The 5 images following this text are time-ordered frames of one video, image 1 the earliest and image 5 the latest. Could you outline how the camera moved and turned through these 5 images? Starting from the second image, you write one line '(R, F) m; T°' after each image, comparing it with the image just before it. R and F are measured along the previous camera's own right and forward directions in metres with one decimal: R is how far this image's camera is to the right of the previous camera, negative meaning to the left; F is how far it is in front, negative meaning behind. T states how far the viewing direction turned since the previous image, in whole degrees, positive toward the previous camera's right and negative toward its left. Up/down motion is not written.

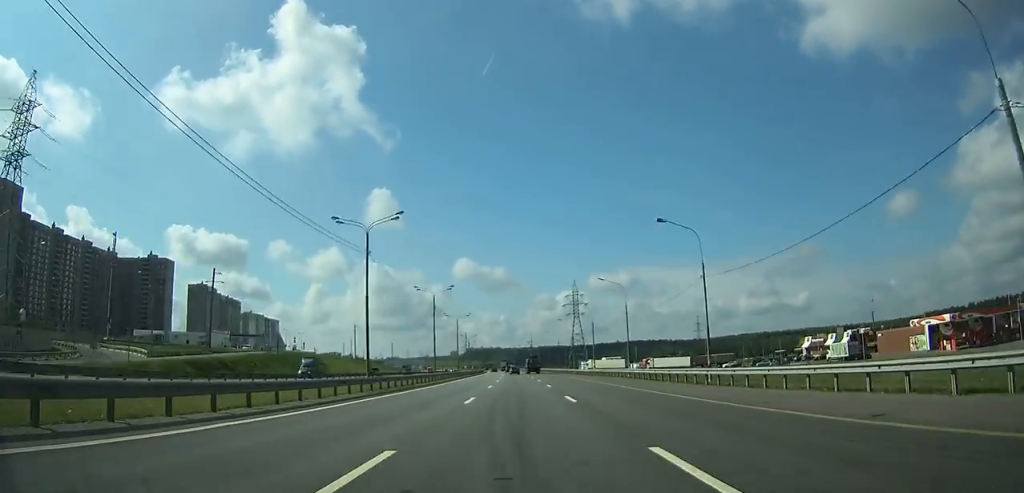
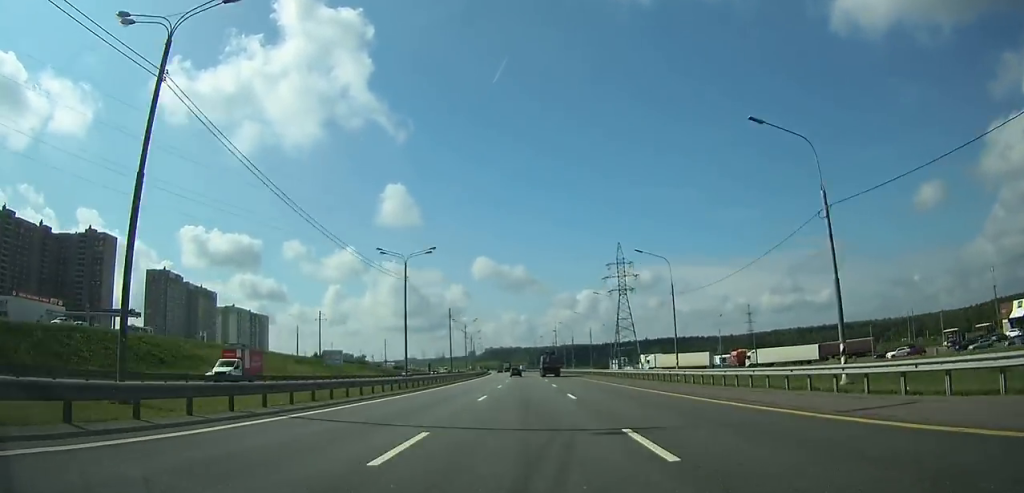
(-1.1, +80.7) m; -2°
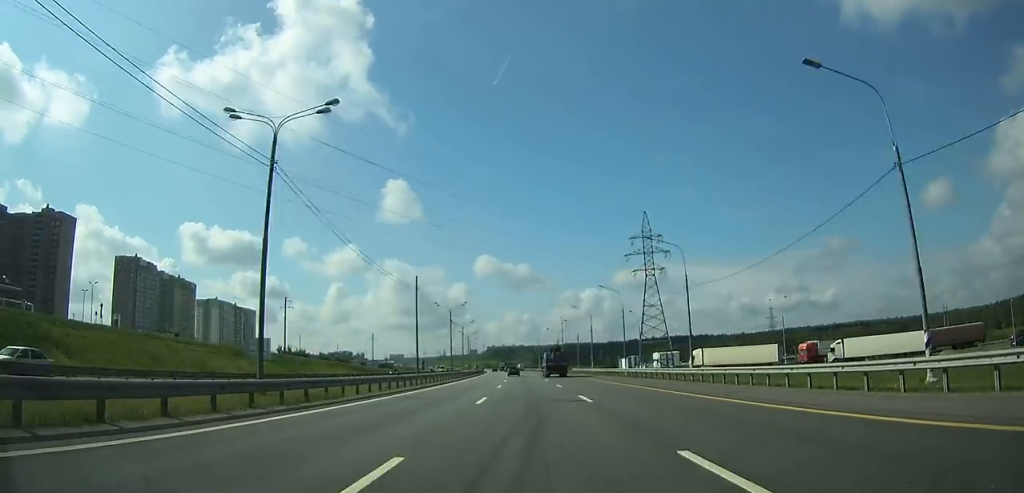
(-0.2, +36.6) m; -1°
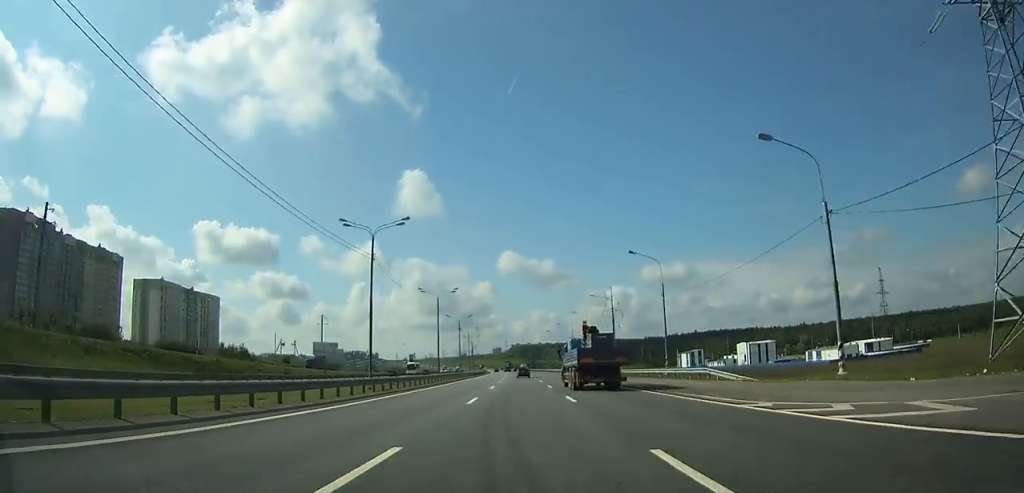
(-2.2, +112.2) m; -2°
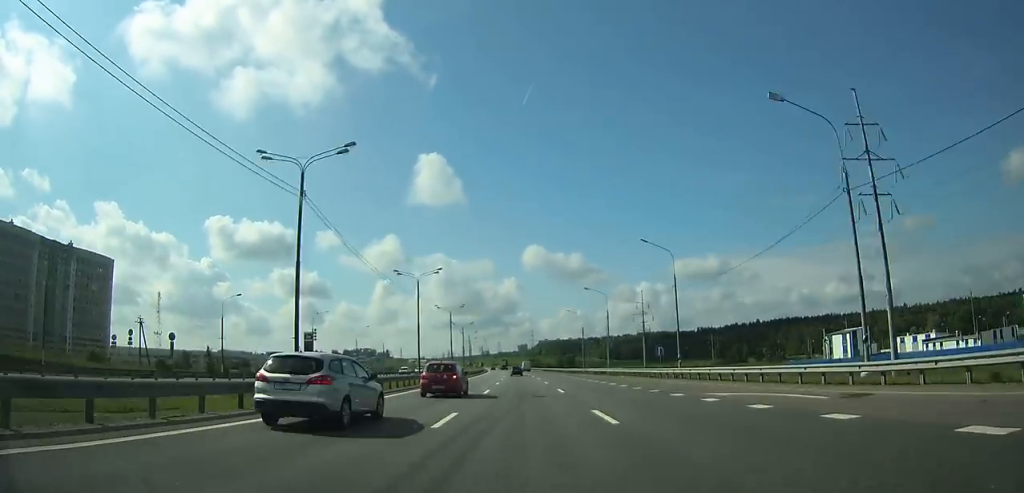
(-4.1, +151.3) m; -3°
